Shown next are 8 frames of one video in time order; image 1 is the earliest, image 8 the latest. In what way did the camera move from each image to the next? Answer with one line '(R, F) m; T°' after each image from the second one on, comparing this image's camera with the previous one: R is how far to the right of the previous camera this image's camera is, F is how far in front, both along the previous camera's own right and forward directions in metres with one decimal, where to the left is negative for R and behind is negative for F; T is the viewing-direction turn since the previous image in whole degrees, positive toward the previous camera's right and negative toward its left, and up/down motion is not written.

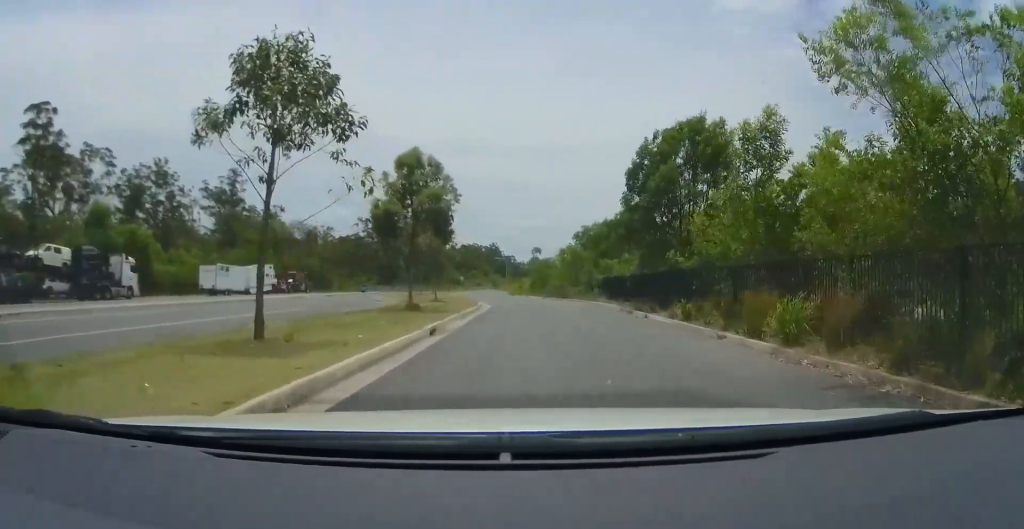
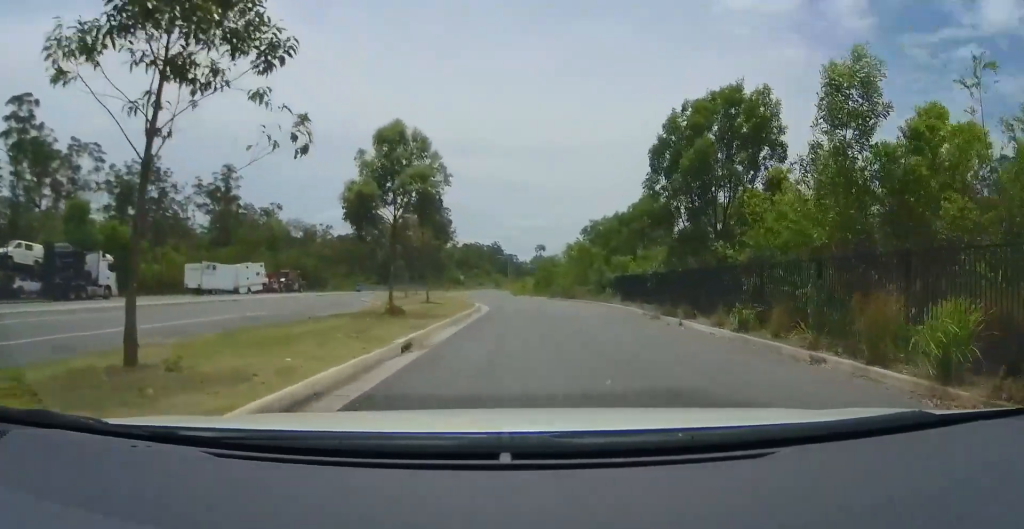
(0.0, +3.8) m; -1°
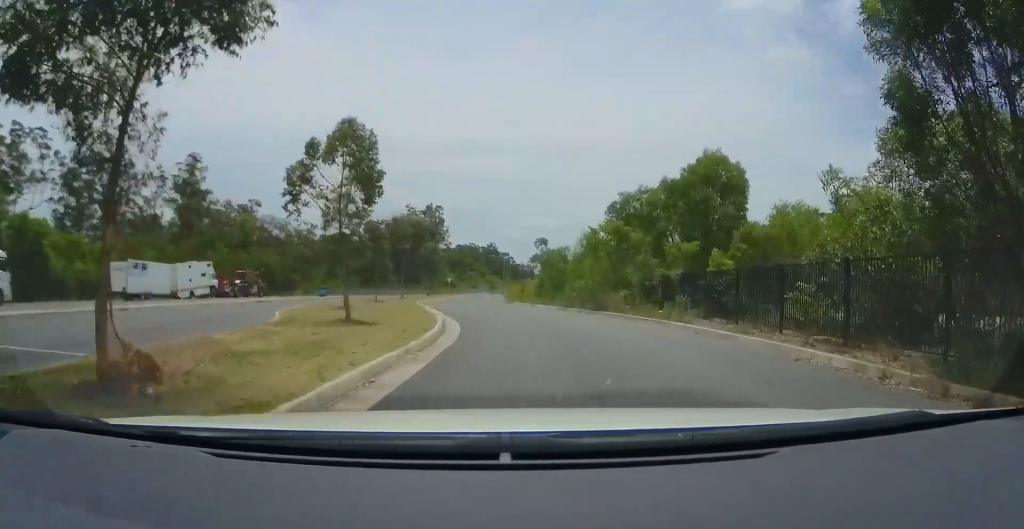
(-0.5, +13.1) m; -1°
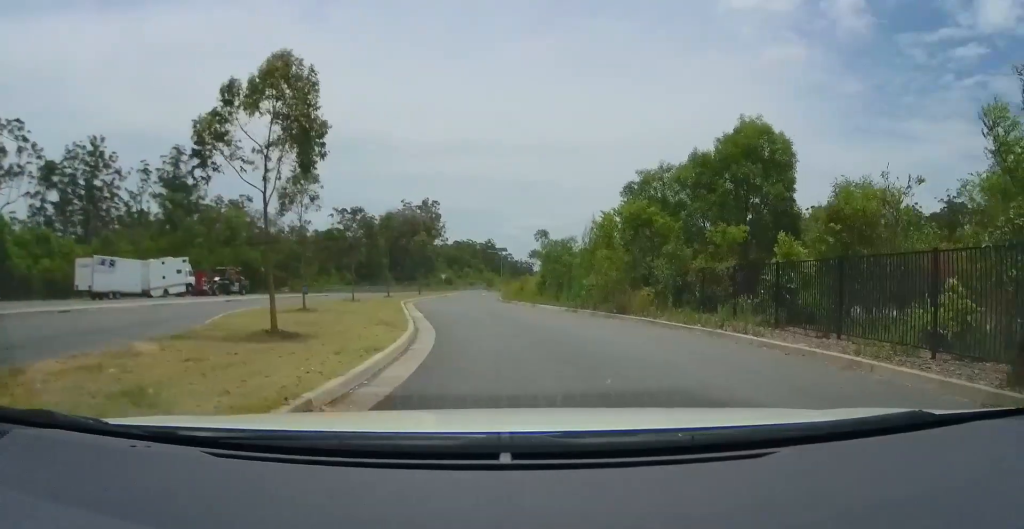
(+0.2, +4.7) m; +2°
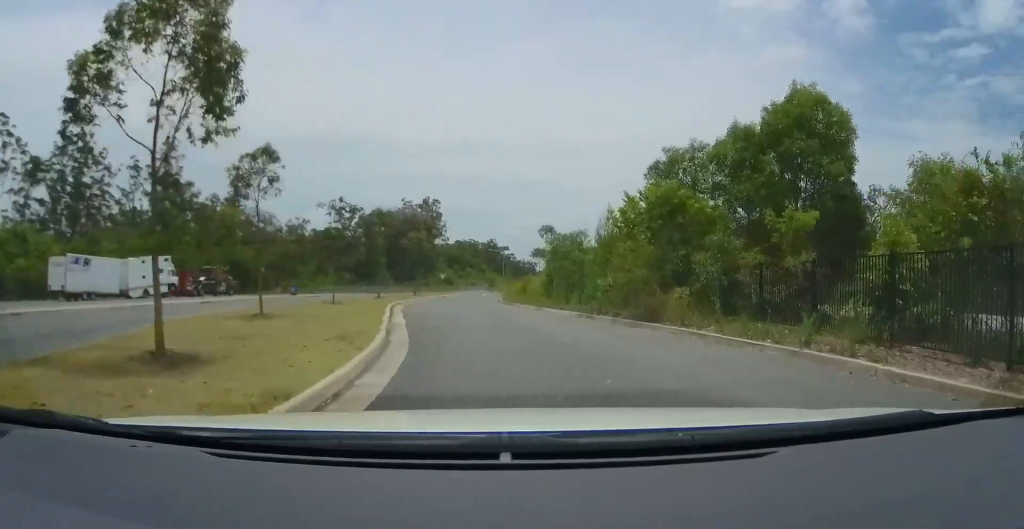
(+0.1, +4.0) m; +1°
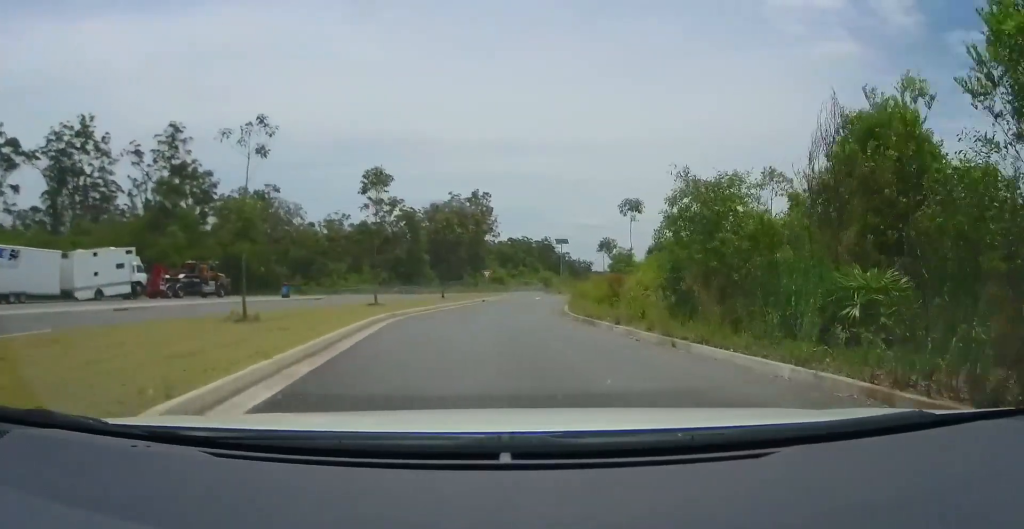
(-0.6, +13.8) m; -6°
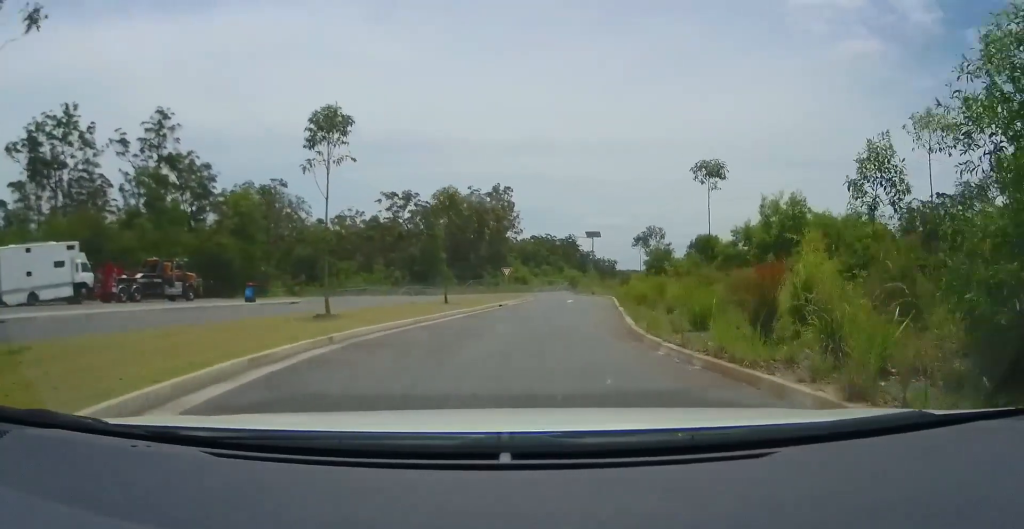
(-0.1, +9.5) m; -1°
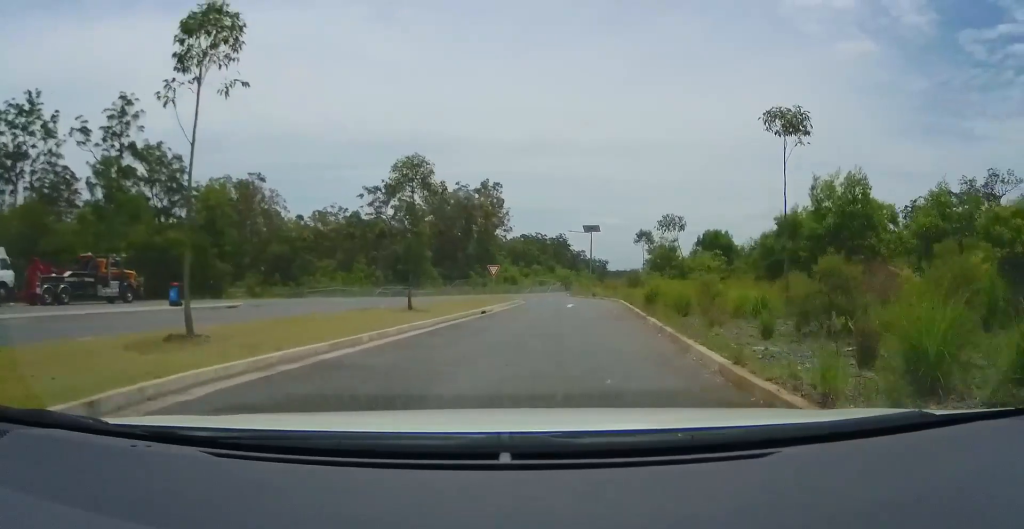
(0.0, +6.8) m; -3°
